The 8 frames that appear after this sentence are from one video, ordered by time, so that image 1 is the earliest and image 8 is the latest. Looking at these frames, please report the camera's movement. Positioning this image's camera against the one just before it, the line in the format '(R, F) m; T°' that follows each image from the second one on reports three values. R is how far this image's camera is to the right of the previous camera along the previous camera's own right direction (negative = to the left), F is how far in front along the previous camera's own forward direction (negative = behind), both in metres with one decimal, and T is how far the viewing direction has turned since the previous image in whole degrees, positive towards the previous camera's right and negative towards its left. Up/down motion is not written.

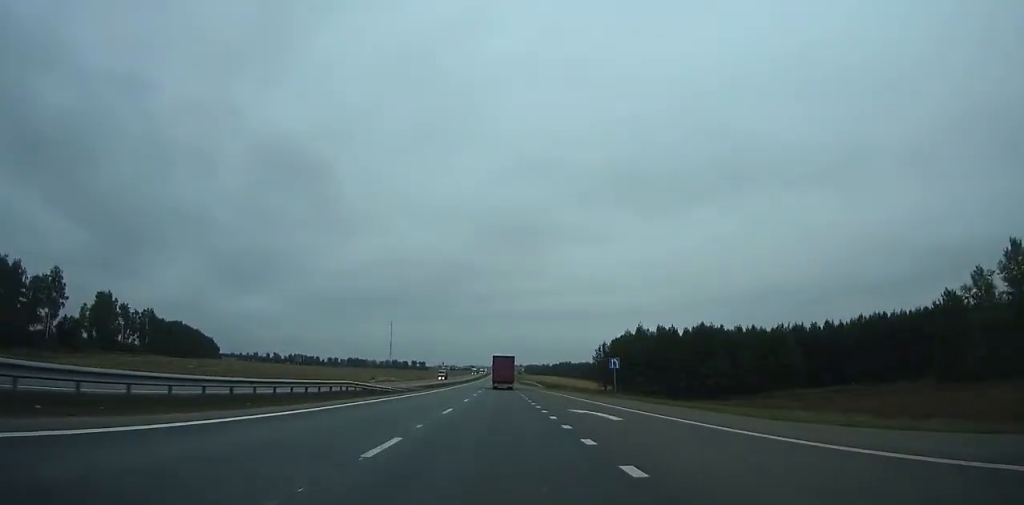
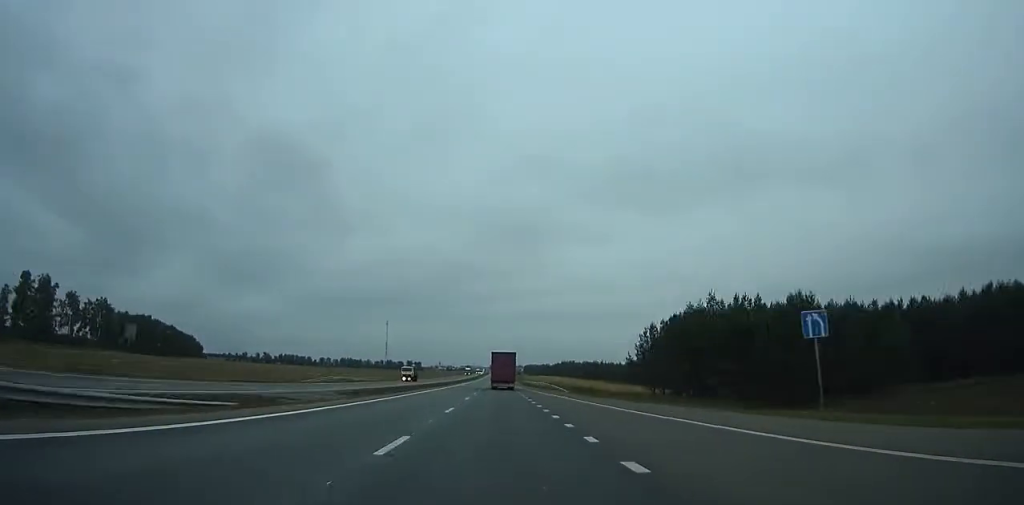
(+0.1, +35.1) m; 0°
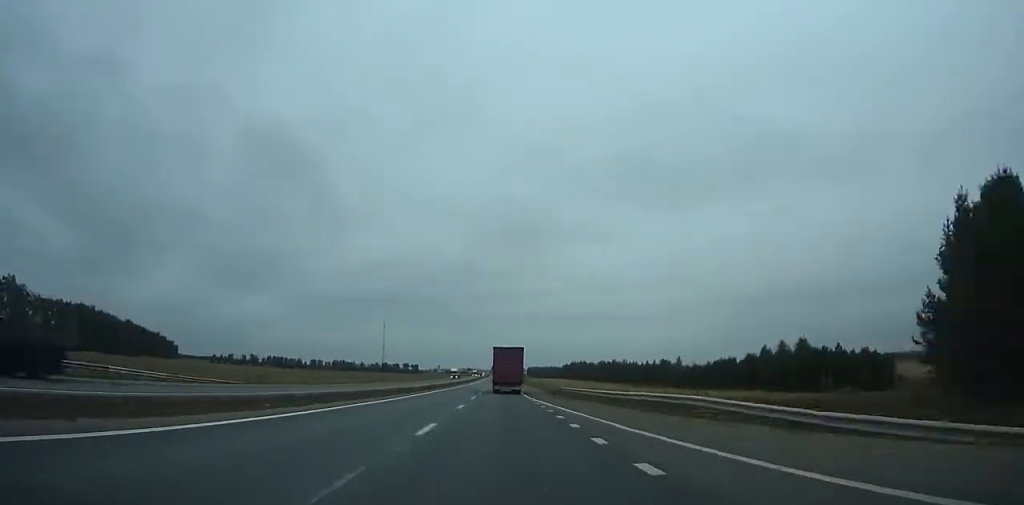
(-0.2, +56.4) m; 0°
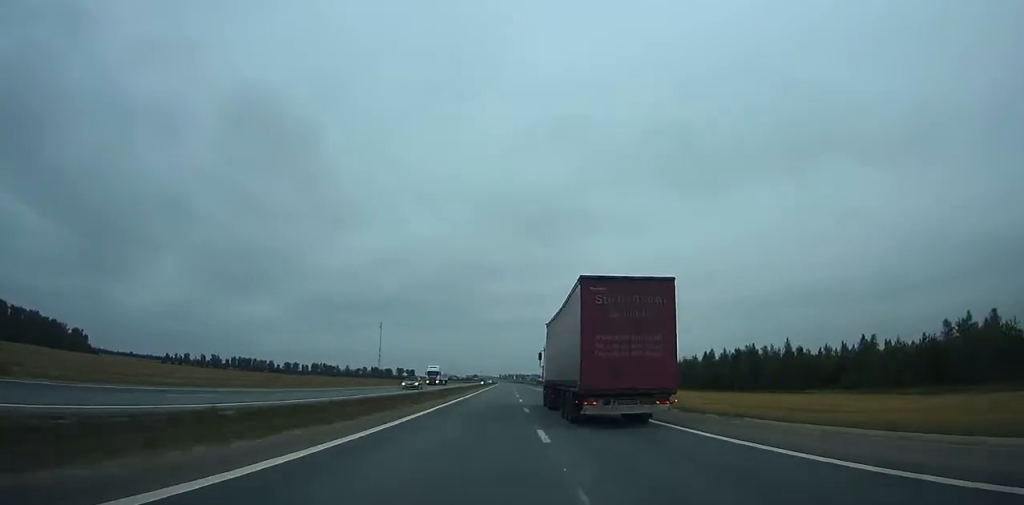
(-1.0, +157.4) m; 0°
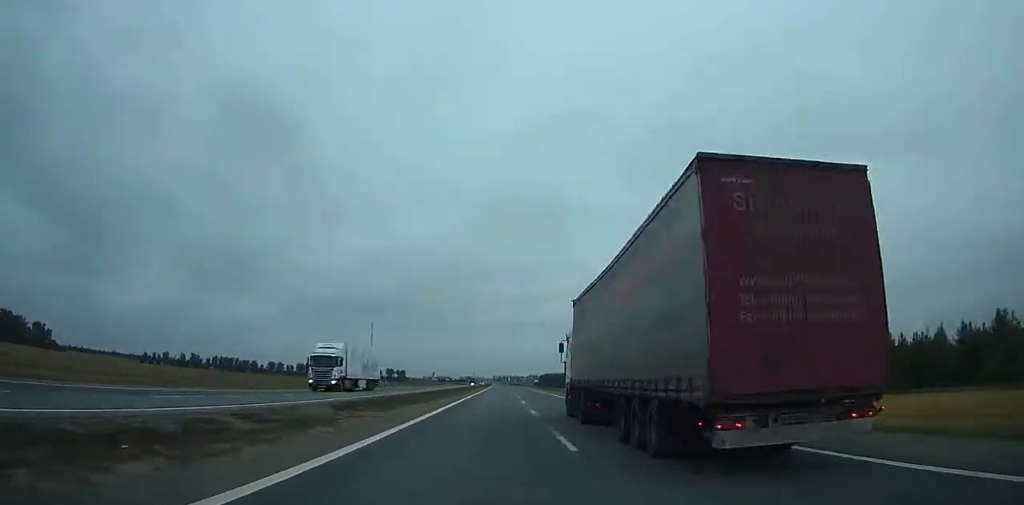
(-0.2, +37.2) m; 0°
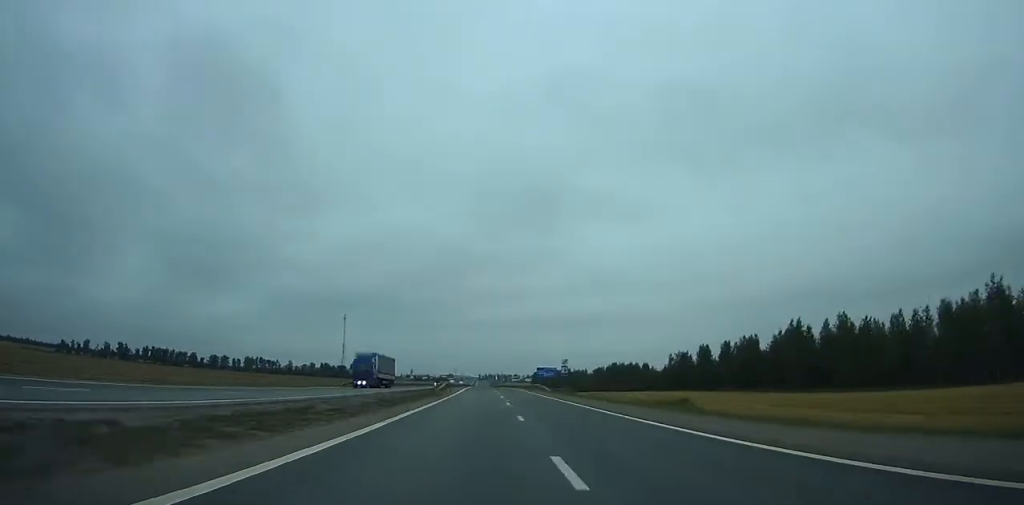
(+1.6, +125.0) m; +1°
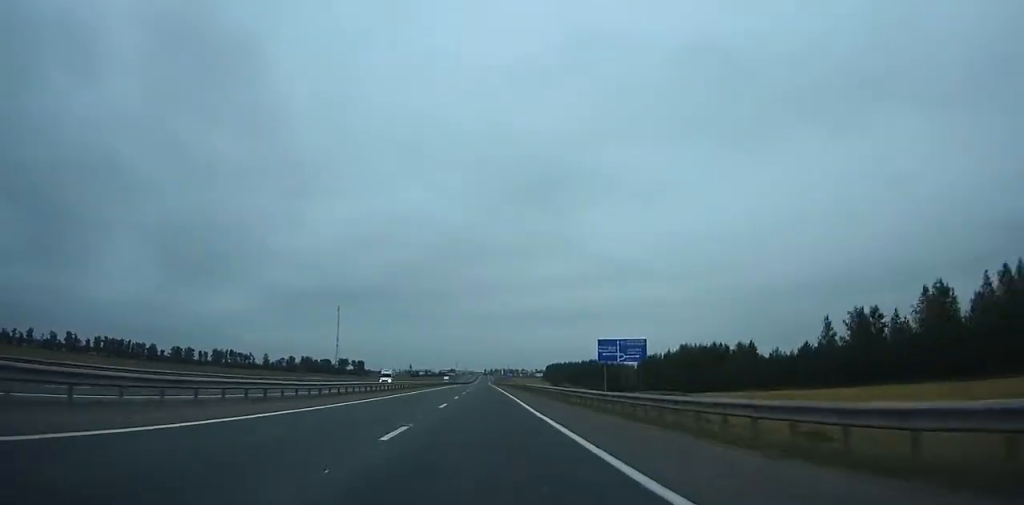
(+0.2, +89.8) m; 0°
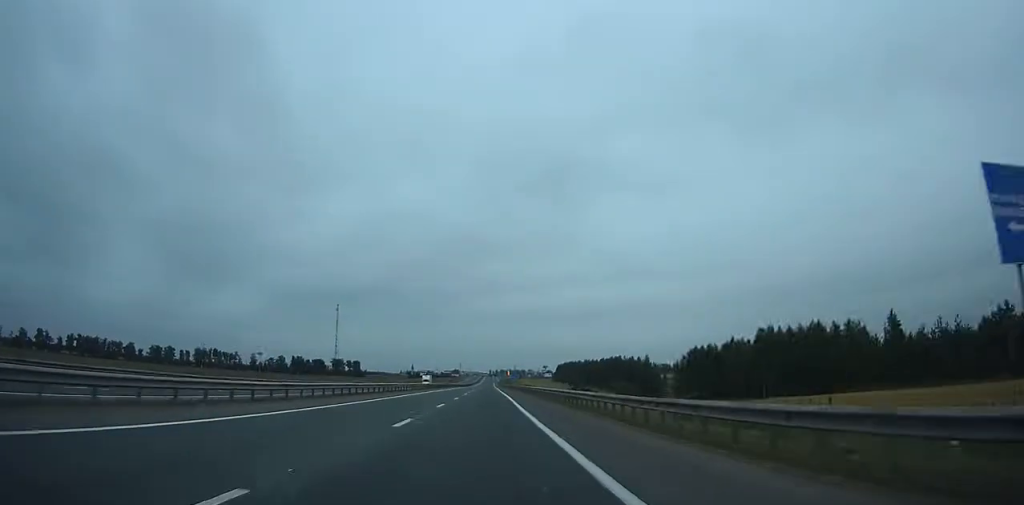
(-0.2, +47.2) m; -1°
